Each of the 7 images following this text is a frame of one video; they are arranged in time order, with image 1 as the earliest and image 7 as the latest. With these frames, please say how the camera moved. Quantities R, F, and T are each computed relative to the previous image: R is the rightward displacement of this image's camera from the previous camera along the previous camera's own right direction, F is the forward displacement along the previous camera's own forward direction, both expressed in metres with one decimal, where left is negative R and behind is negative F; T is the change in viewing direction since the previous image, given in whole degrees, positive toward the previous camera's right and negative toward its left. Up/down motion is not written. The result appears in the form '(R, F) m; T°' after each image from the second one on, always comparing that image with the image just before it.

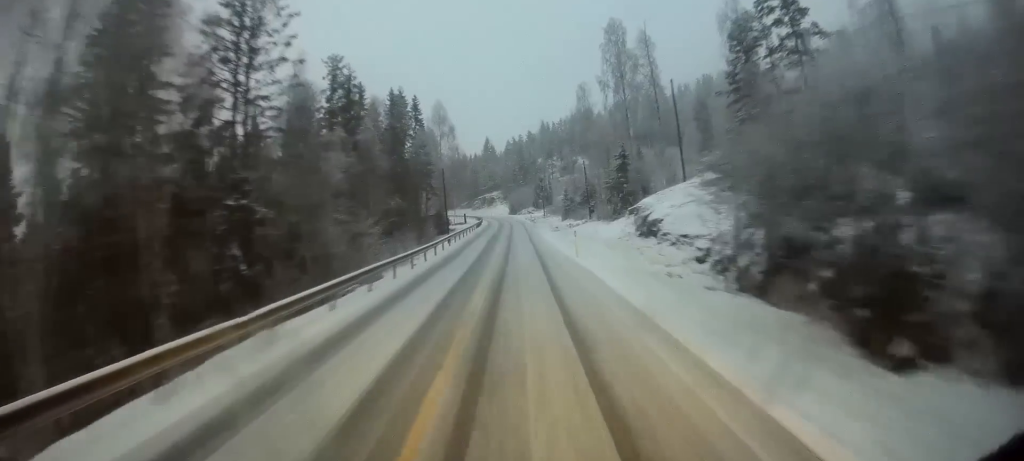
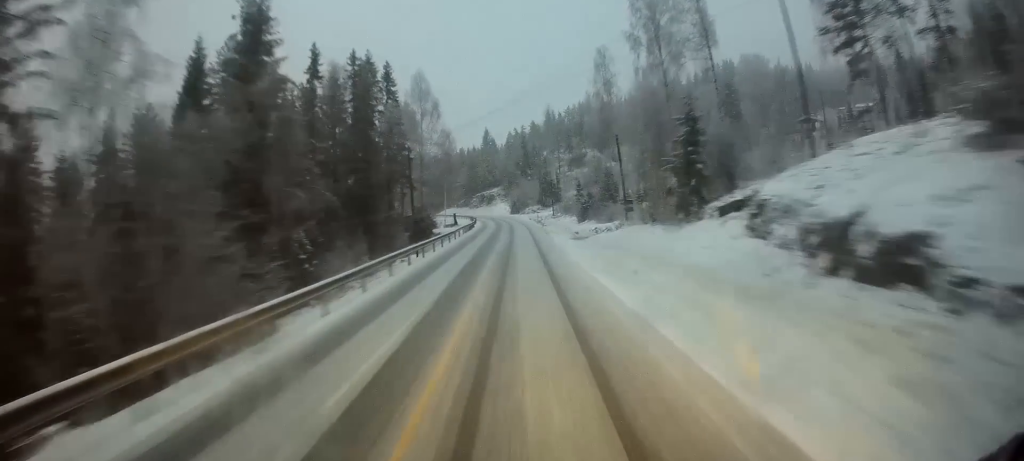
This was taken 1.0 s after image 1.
(+0.1, +21.2) m; 0°
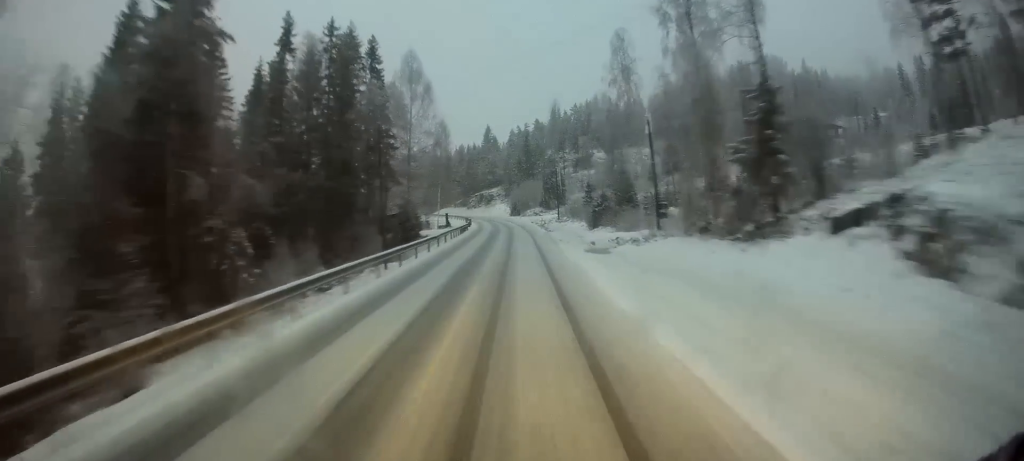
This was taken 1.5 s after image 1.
(0.0, +9.9) m; 0°
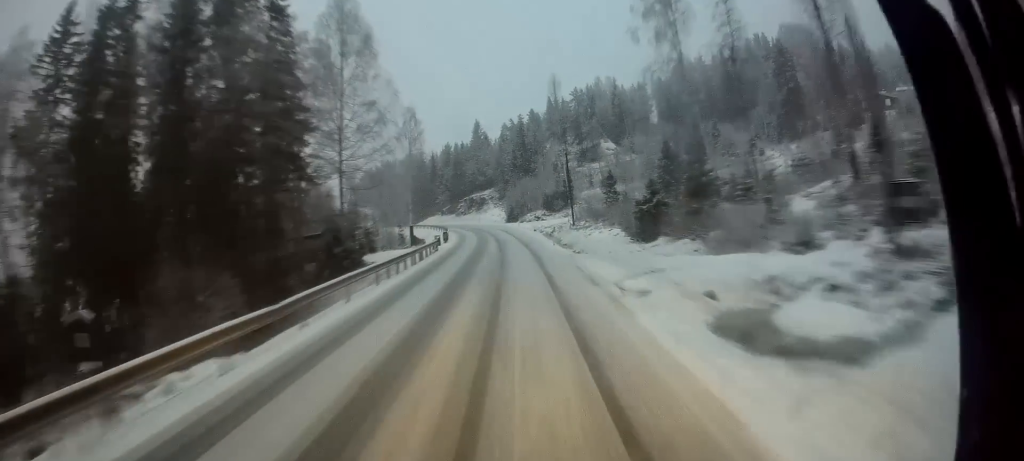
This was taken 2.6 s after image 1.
(0.0, +23.5) m; 0°
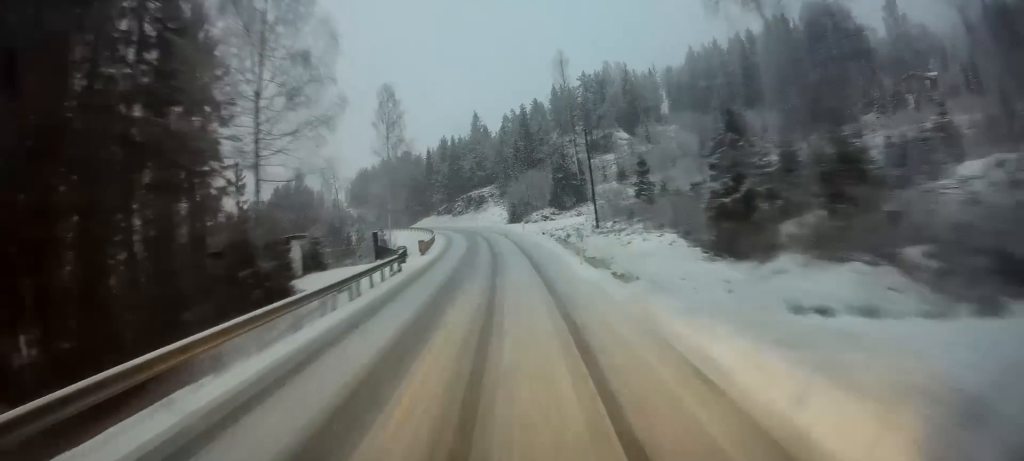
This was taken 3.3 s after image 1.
(0.0, +13.8) m; 0°
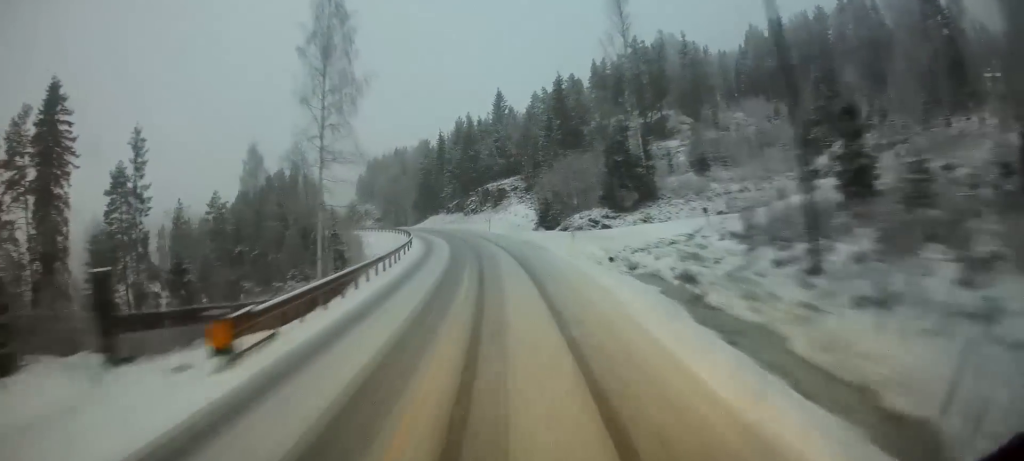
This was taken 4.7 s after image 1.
(-0.1, +28.8) m; -3°
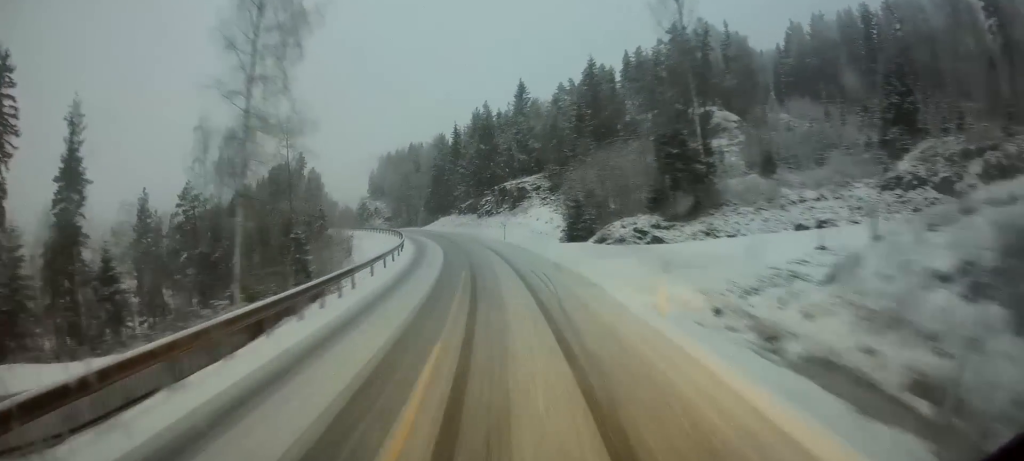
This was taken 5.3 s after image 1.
(-0.4, +11.8) m; -3°
